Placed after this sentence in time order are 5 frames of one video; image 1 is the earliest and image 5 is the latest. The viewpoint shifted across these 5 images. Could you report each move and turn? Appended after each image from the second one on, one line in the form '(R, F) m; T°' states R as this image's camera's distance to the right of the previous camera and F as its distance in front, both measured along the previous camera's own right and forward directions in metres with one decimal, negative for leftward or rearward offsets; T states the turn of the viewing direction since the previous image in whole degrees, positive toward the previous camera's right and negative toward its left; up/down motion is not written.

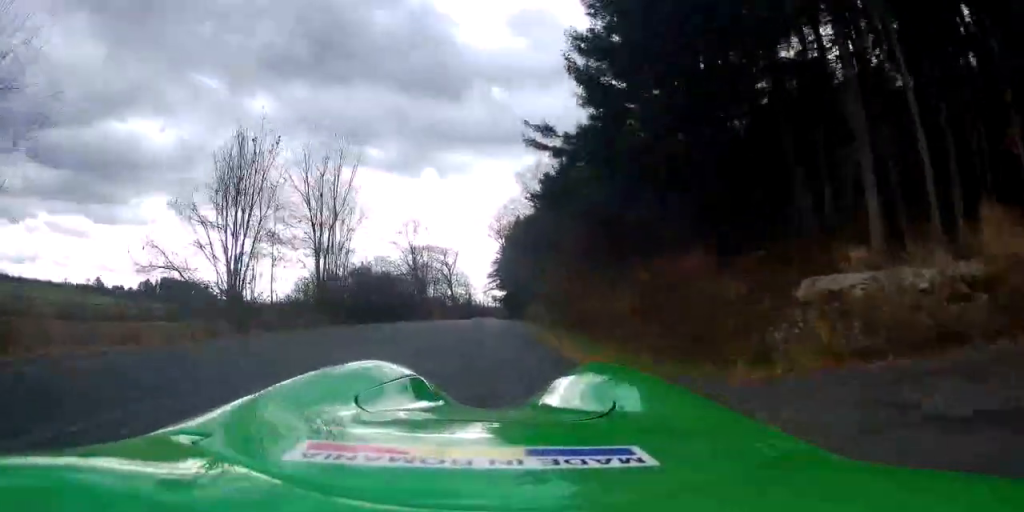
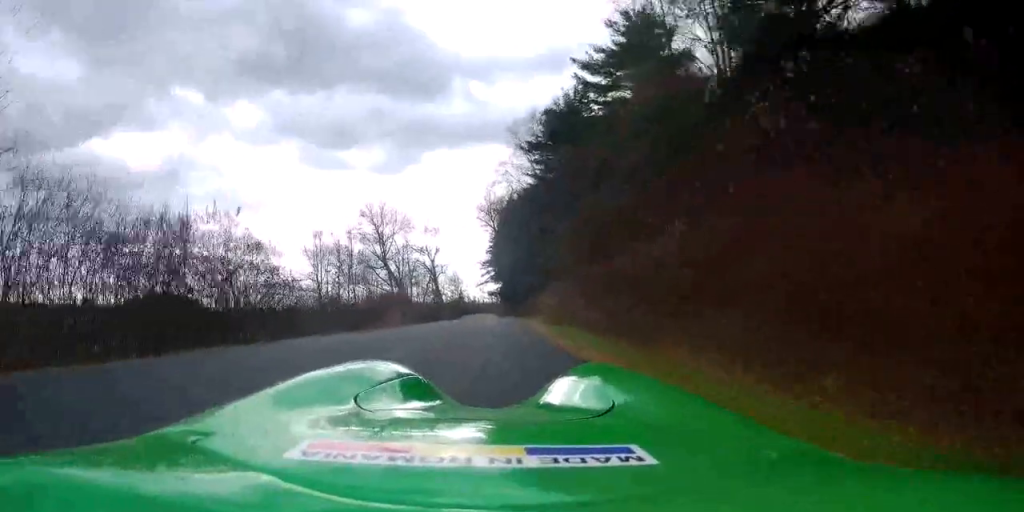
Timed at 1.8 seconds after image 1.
(0.0, +23.4) m; +2°
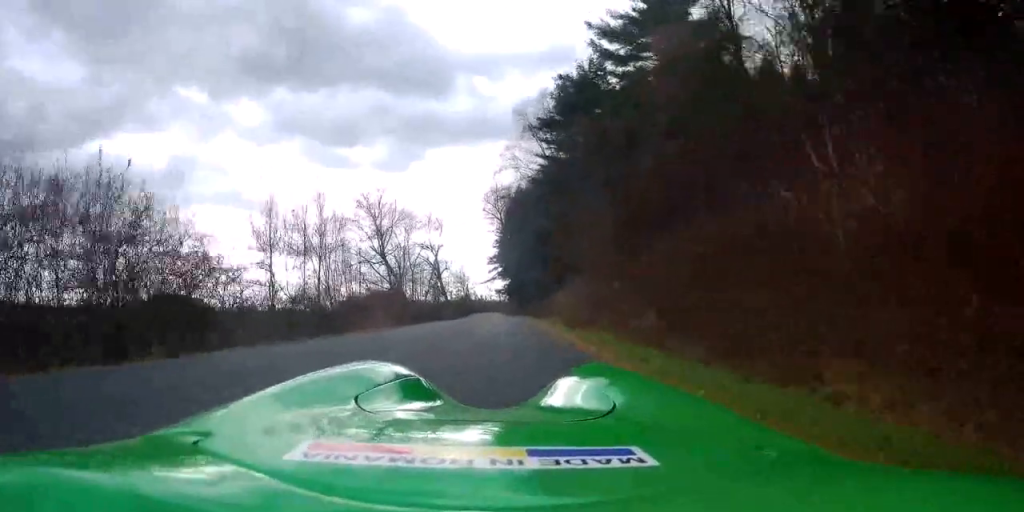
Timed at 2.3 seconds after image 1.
(0.0, +6.4) m; +2°
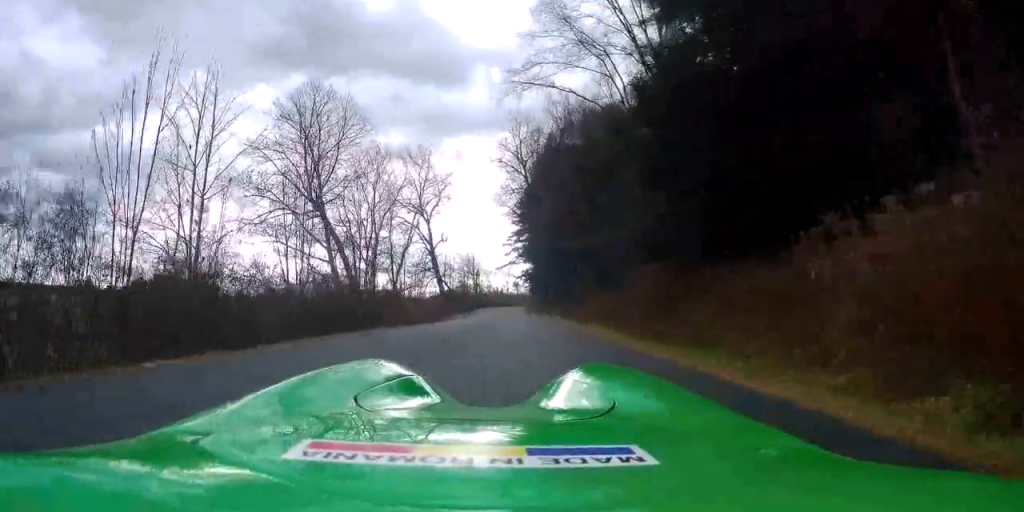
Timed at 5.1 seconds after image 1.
(-0.7, +34.9) m; -2°
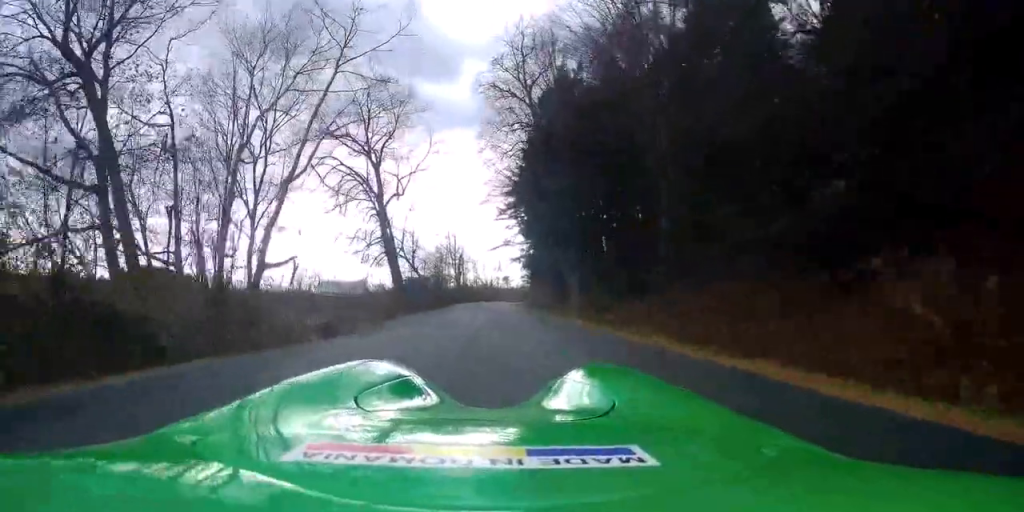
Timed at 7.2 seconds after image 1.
(+0.1, +27.1) m; -2°
